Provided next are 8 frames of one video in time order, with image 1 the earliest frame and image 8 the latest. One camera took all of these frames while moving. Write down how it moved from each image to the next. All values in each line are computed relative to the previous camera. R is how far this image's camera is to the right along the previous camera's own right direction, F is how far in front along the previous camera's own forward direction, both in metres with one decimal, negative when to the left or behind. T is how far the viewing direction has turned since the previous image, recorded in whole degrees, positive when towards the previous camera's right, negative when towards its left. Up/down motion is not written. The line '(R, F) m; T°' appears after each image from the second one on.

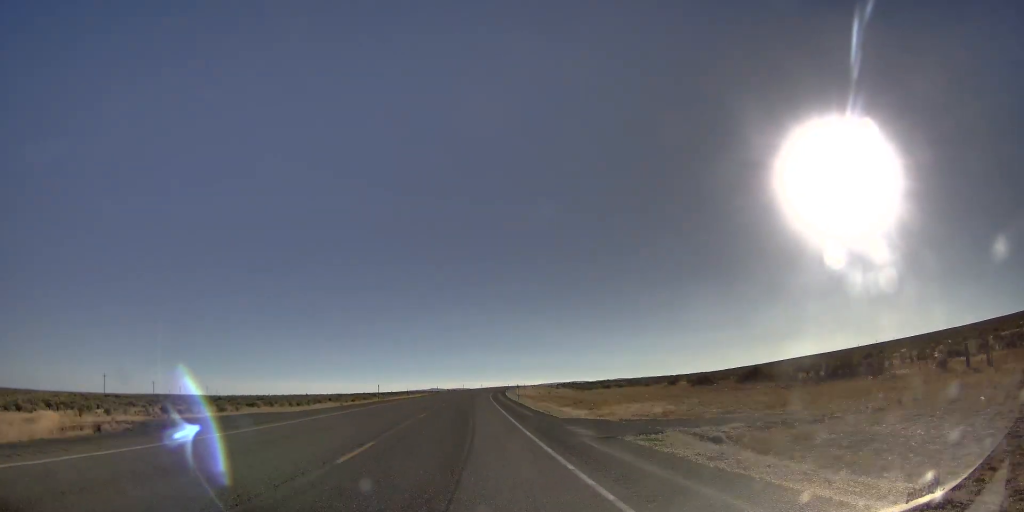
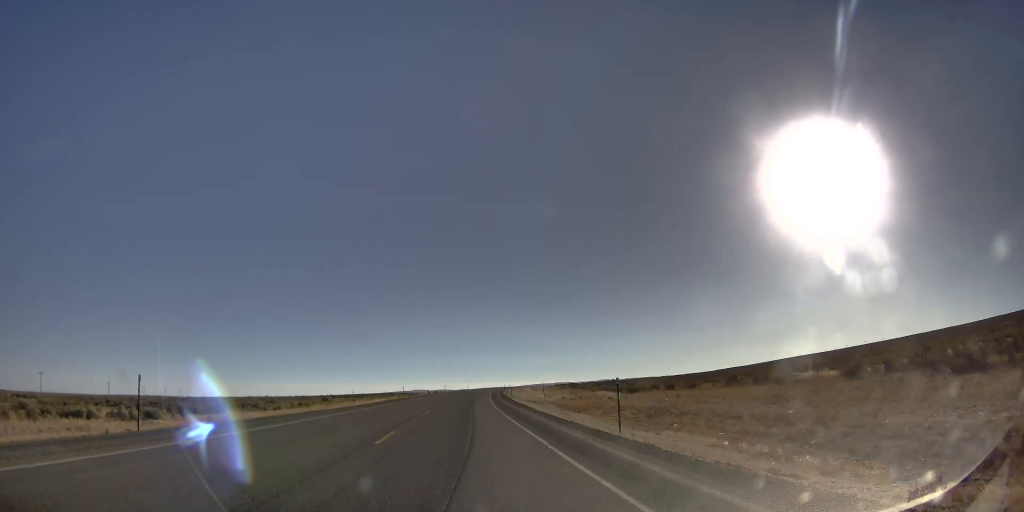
(-1.2, +42.1) m; -2°
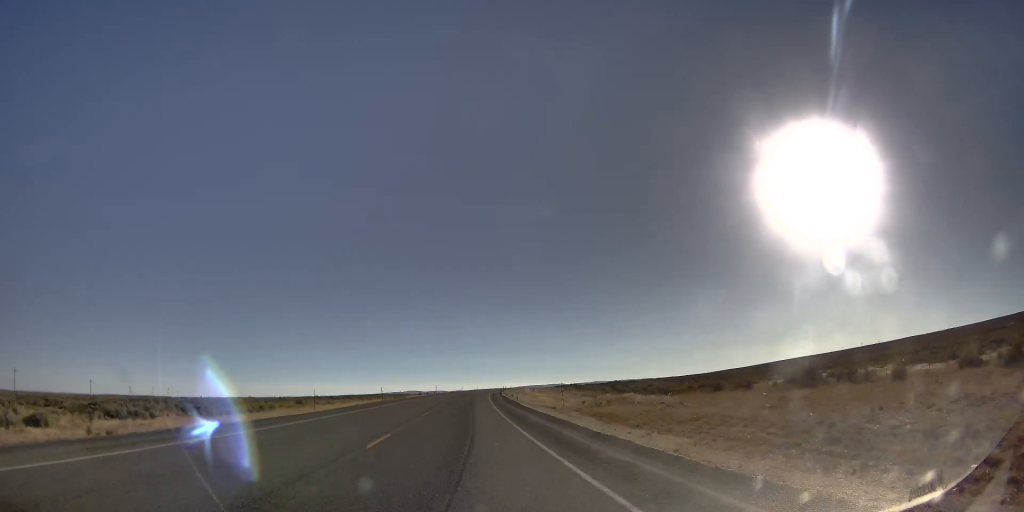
(-0.4, +15.7) m; 0°
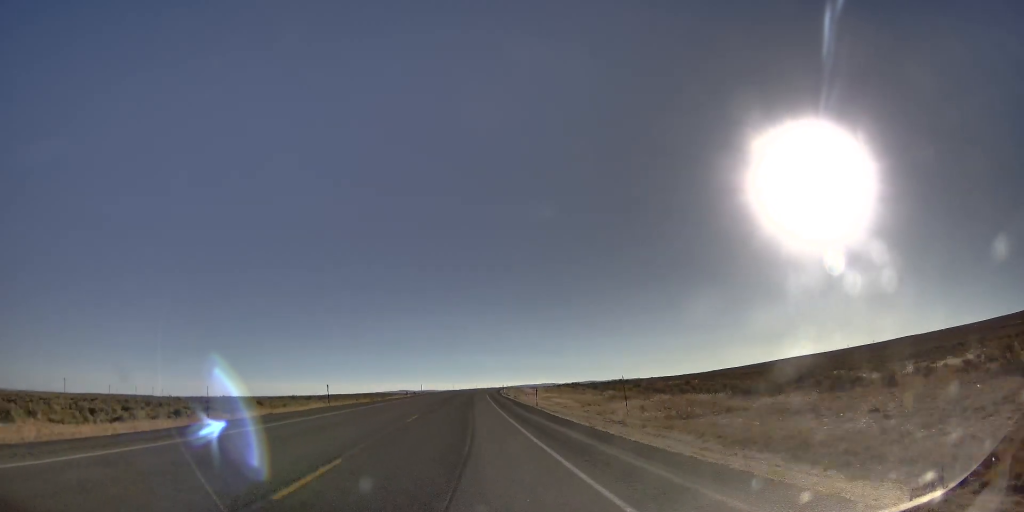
(+0.8, +21.7) m; 0°
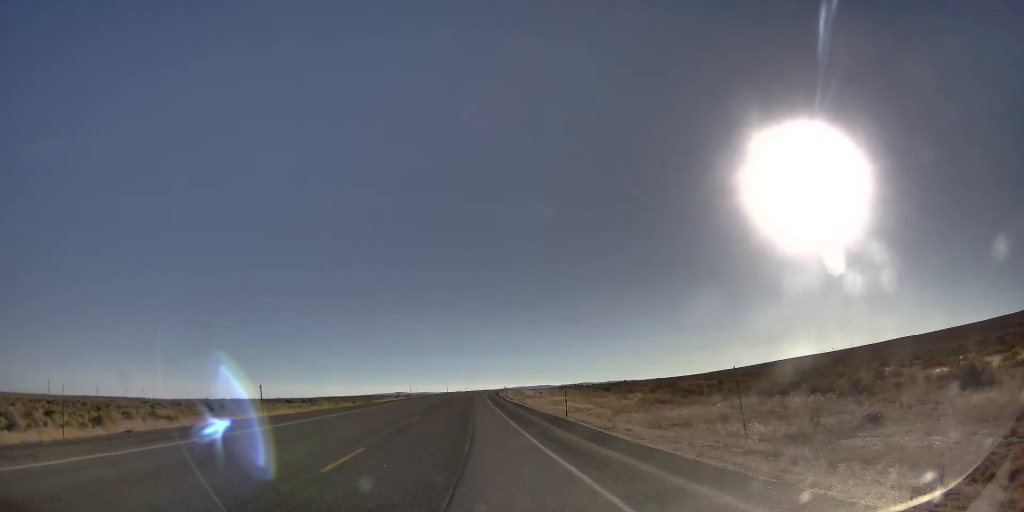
(+0.1, +12.8) m; -1°
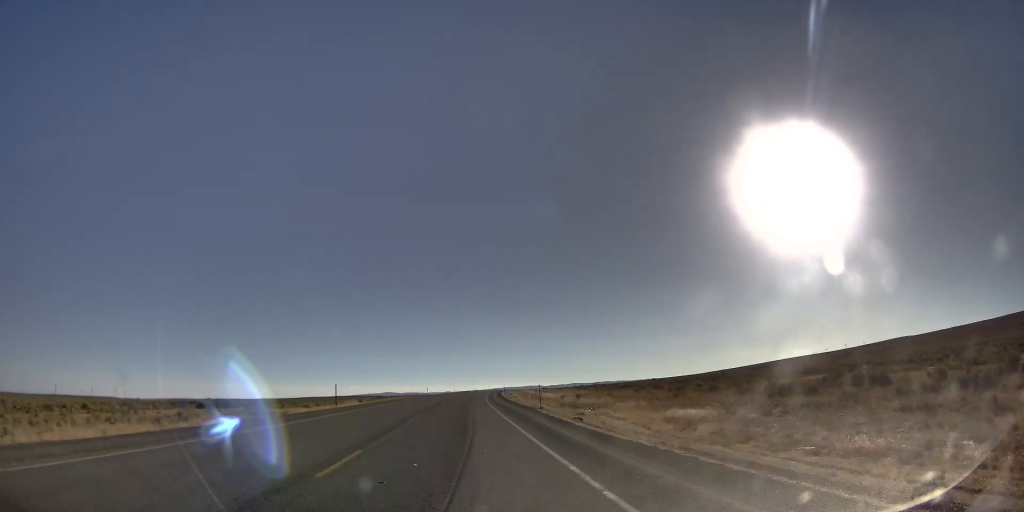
(-1.8, +46.3) m; -1°
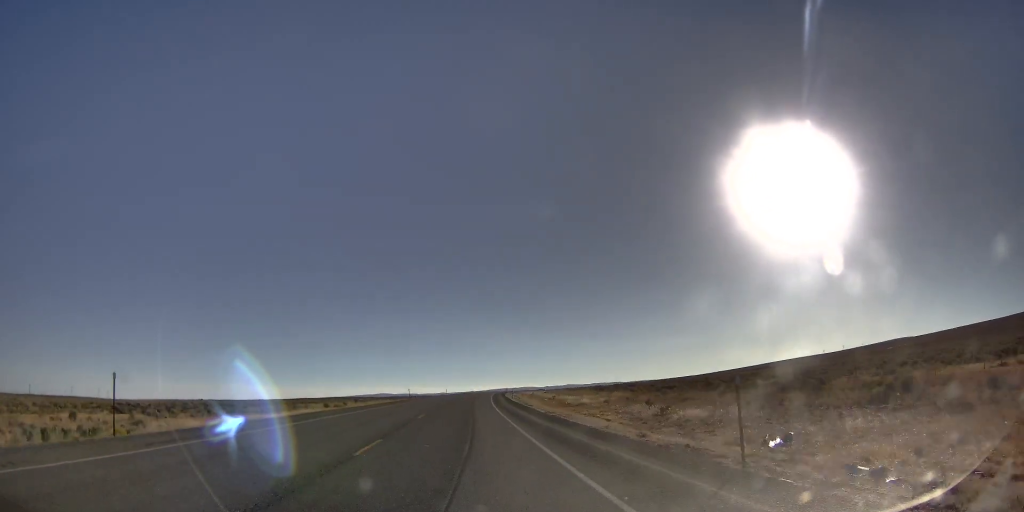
(+0.5, +27.4) m; 0°
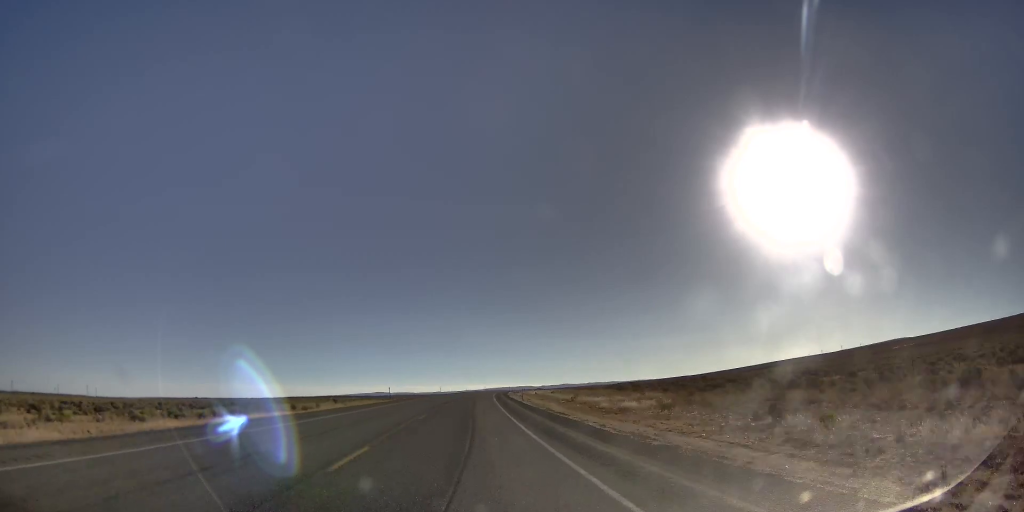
(0.0, +17.5) m; -1°
